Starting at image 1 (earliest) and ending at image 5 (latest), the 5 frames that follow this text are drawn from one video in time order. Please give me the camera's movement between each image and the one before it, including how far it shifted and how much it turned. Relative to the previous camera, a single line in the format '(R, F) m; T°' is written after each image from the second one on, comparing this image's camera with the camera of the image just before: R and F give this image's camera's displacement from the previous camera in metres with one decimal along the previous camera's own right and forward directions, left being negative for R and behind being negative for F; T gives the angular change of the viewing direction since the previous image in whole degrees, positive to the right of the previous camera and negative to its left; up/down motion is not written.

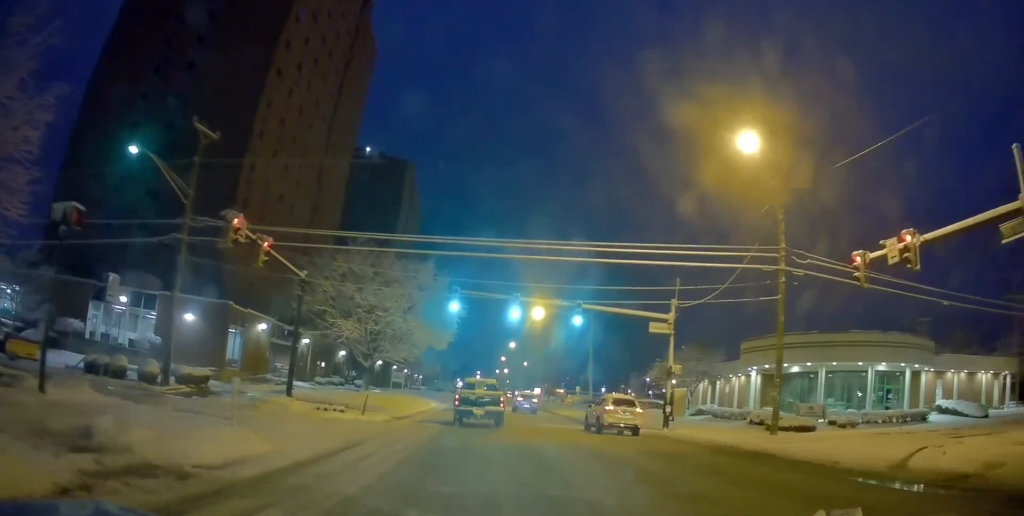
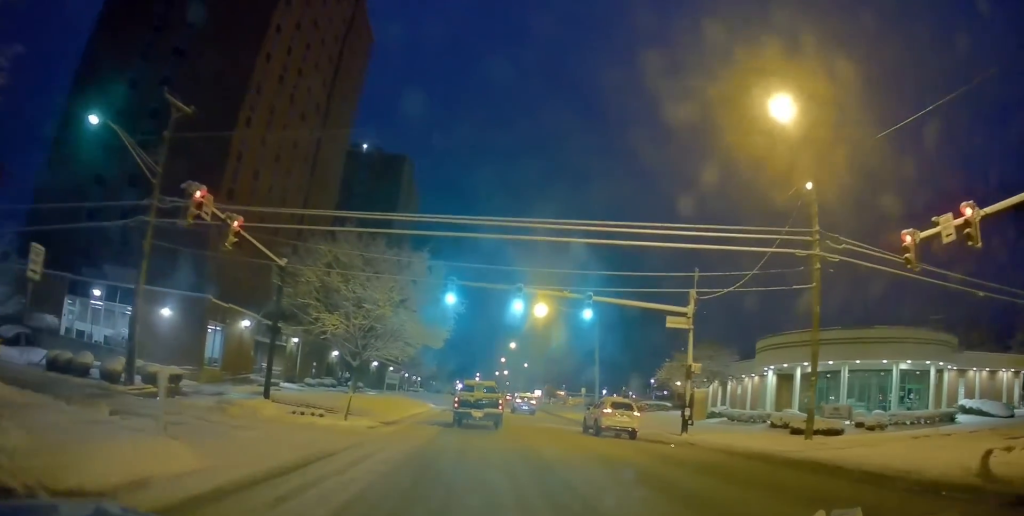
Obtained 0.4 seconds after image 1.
(+0.1, +2.8) m; +2°
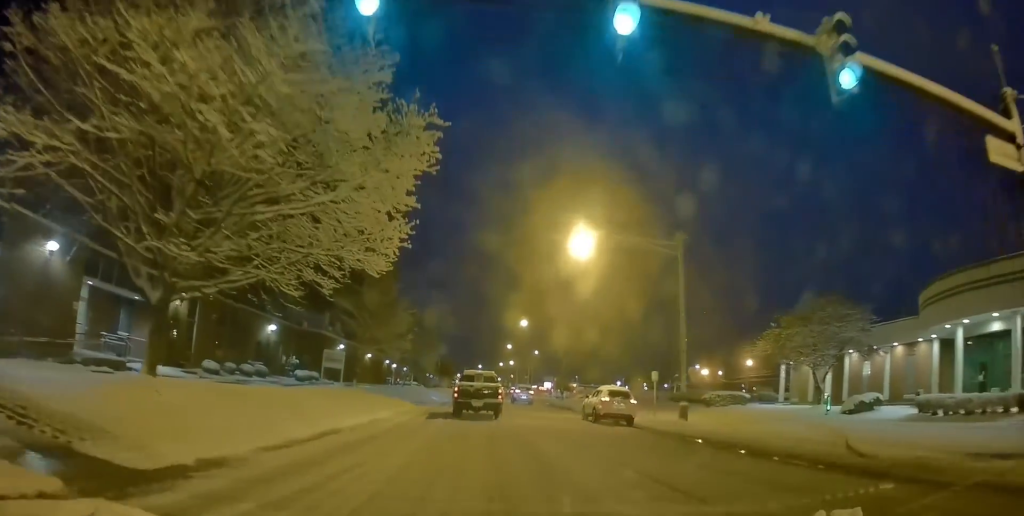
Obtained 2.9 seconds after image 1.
(-0.3, +18.2) m; -3°
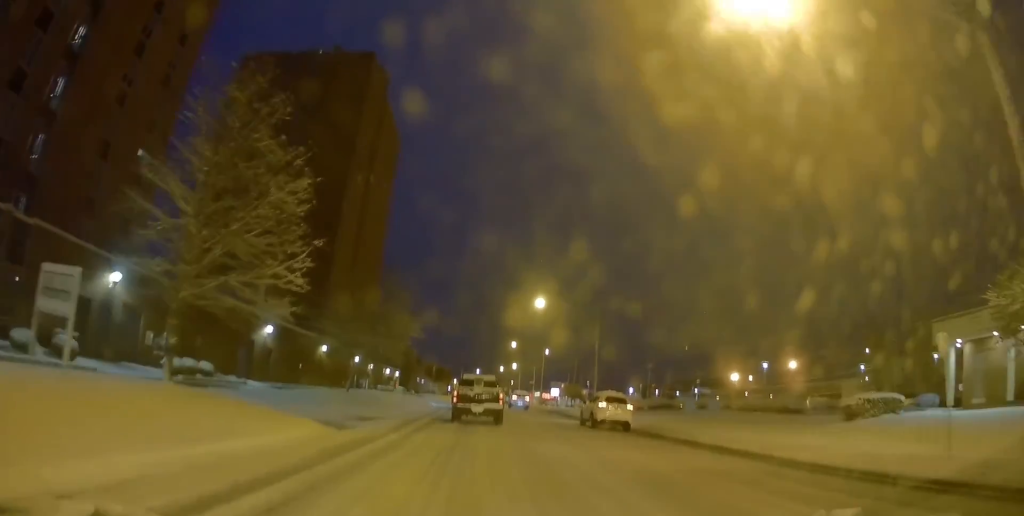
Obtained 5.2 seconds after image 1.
(+1.0, +19.5) m; +2°
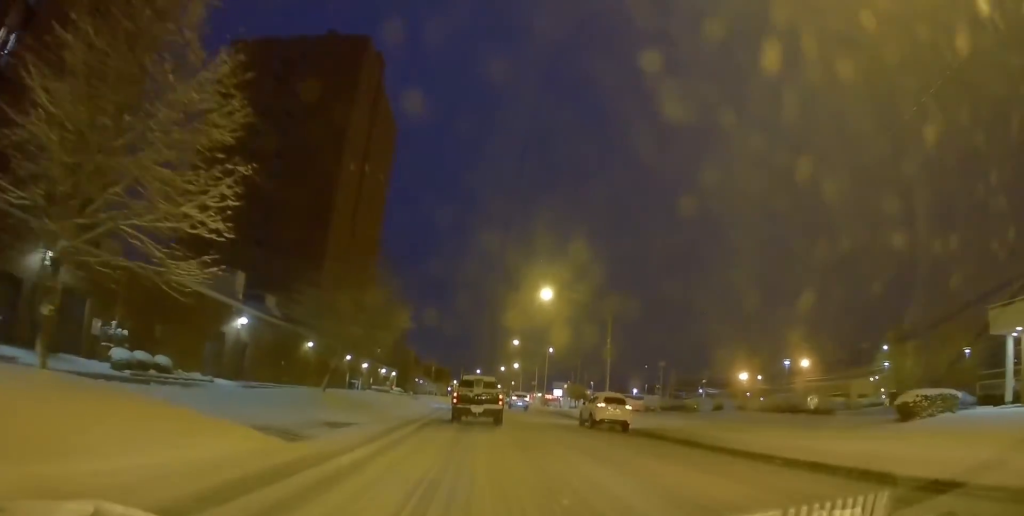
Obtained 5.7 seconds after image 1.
(0.0, +4.7) m; -2°
